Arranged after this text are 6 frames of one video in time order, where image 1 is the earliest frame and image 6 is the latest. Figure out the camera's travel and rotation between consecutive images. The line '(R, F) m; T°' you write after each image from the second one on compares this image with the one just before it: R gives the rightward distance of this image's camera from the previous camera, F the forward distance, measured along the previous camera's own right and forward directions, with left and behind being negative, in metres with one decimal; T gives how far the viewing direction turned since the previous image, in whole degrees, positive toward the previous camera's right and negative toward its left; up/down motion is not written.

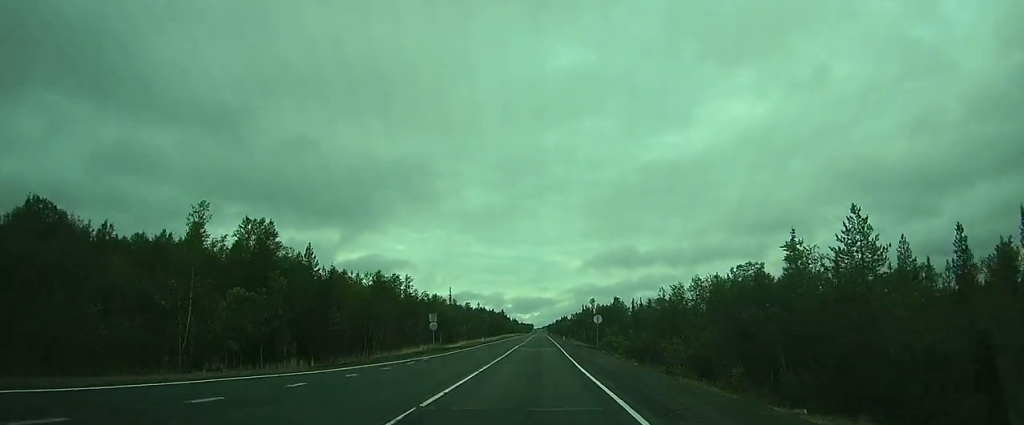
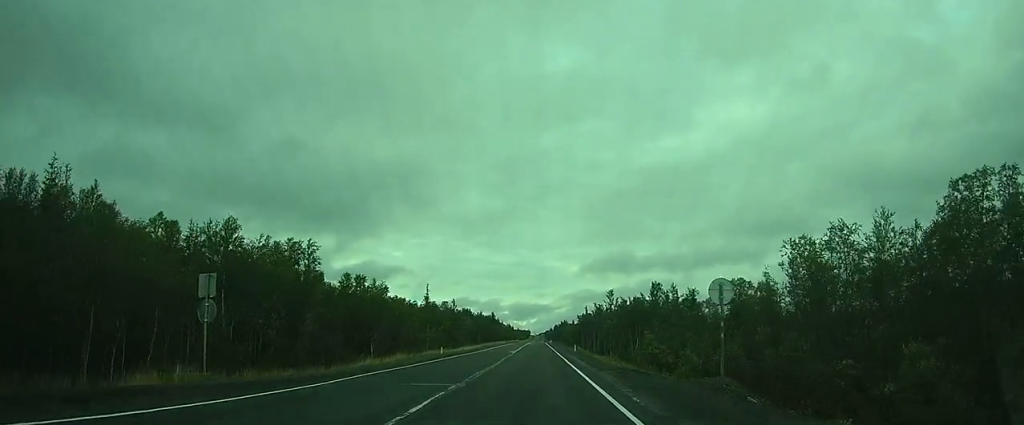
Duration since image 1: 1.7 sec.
(+0.1, +37.4) m; 0°
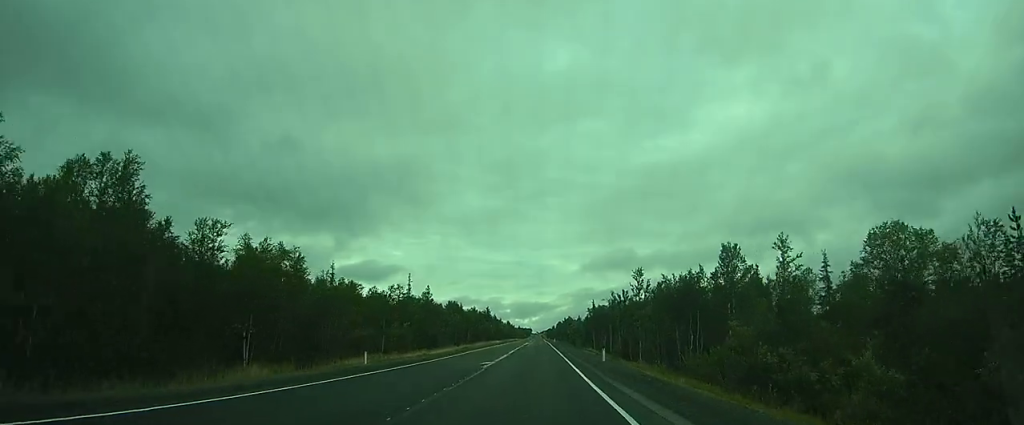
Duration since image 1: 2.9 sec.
(0.0, +26.1) m; 0°
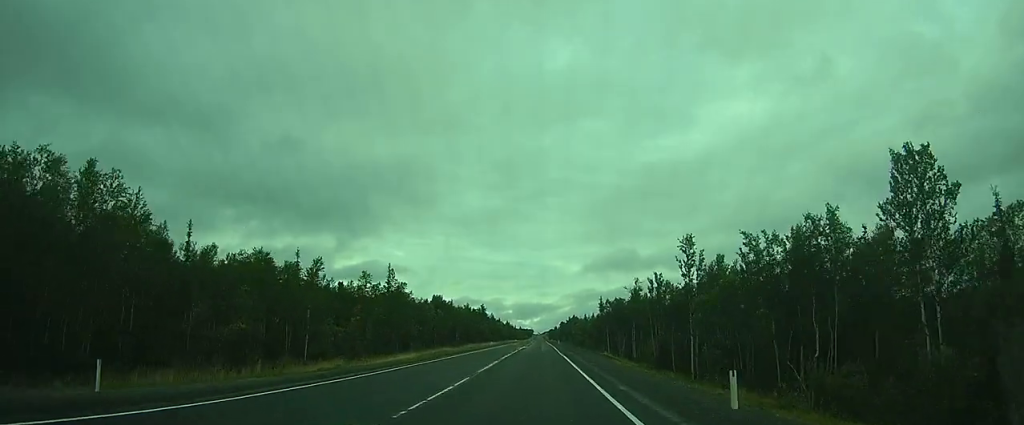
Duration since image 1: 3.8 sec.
(0.0, +20.5) m; 0°
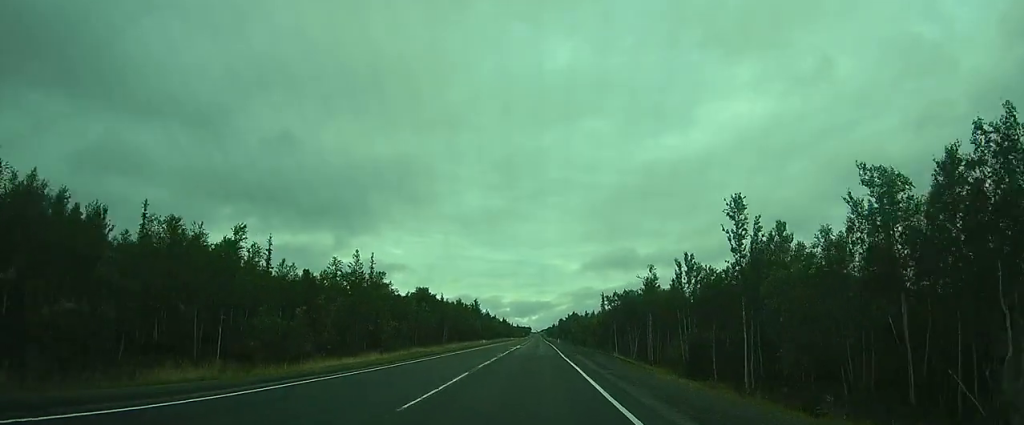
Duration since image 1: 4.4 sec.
(0.0, +11.0) m; 0°
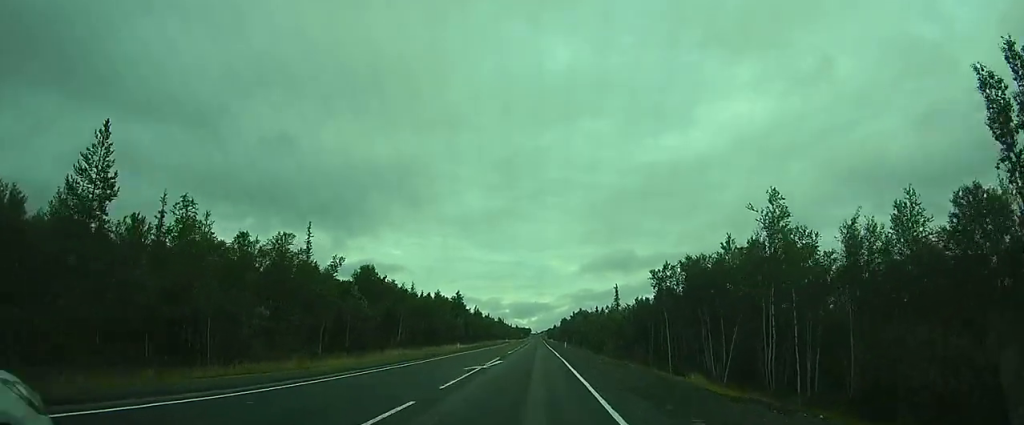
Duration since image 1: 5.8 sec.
(+0.3, +29.1) m; +1°
